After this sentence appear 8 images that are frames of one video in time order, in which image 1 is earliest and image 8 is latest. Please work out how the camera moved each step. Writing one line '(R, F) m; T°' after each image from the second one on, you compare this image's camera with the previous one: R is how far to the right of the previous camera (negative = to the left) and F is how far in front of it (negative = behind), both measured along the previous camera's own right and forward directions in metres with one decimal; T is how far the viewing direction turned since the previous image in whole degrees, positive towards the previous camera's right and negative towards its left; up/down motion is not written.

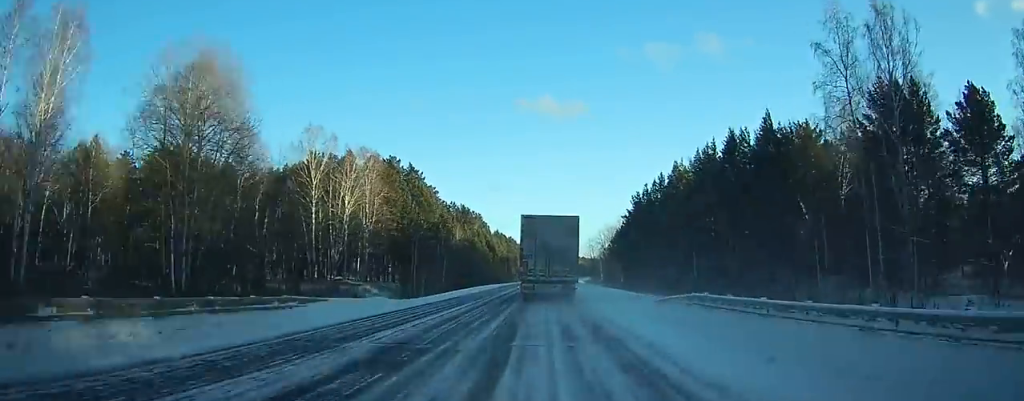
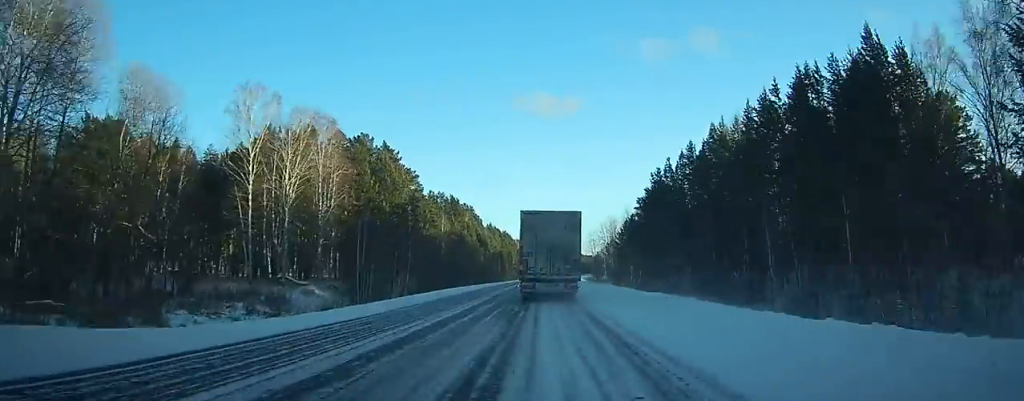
(+0.1, +20.5) m; +1°
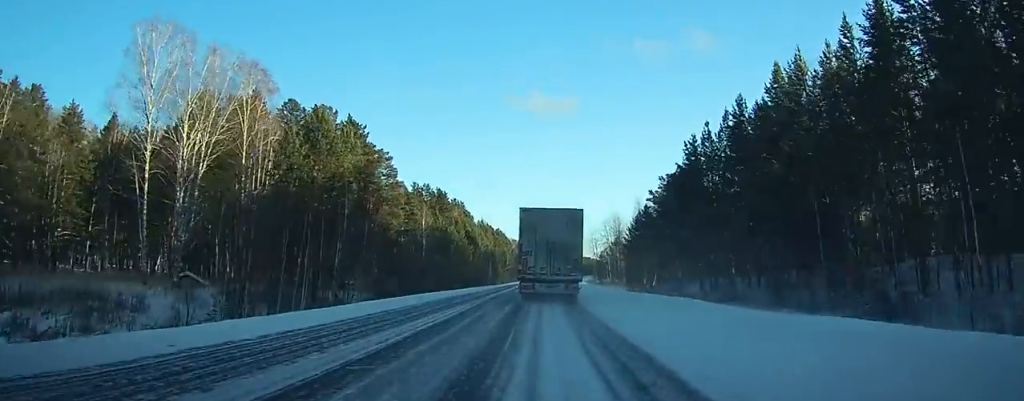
(+0.1, +20.9) m; +1°
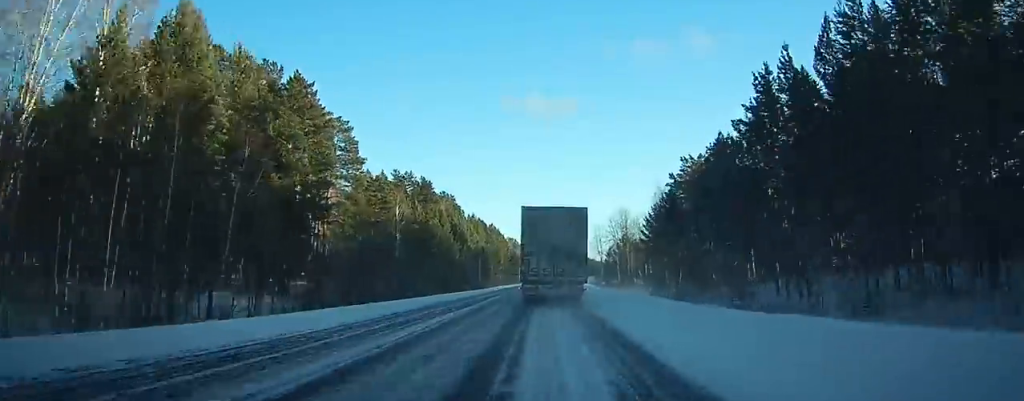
(+0.1, +22.6) m; 0°
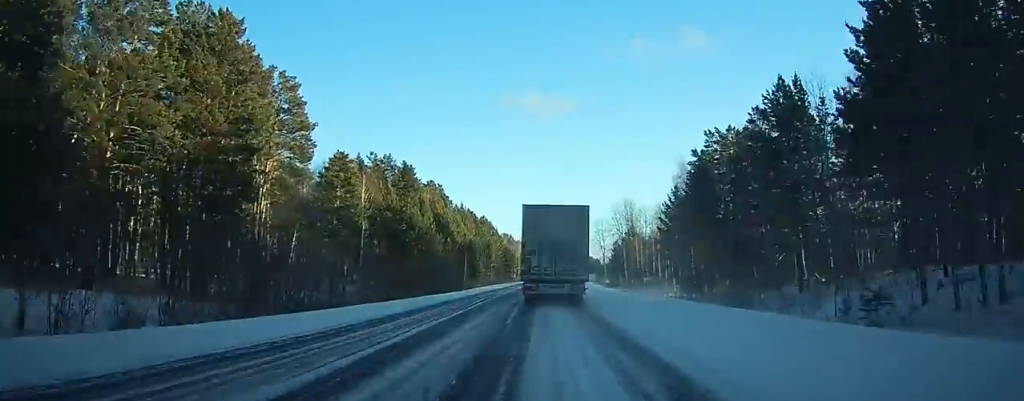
(0.0, +19.2) m; 0°
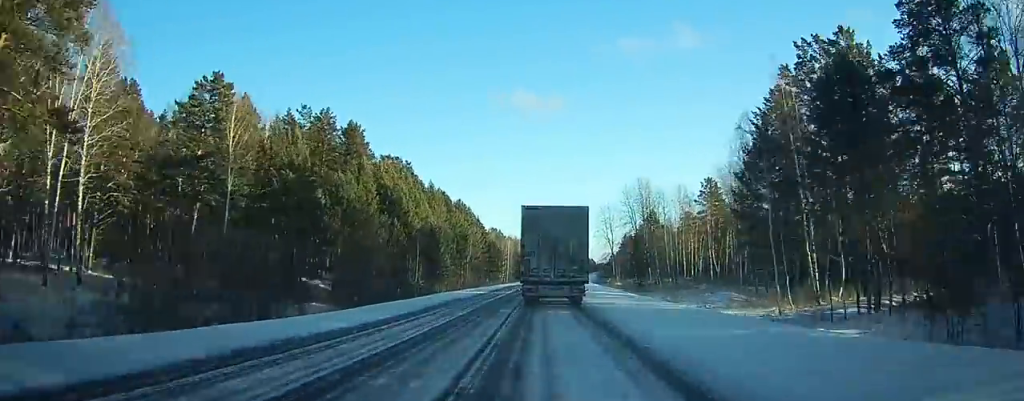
(+0.2, +38.1) m; +1°
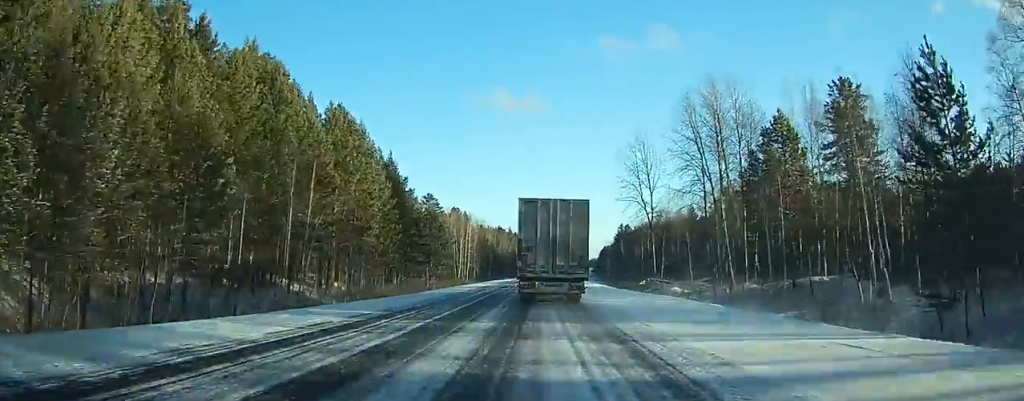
(+1.1, +73.7) m; +1°
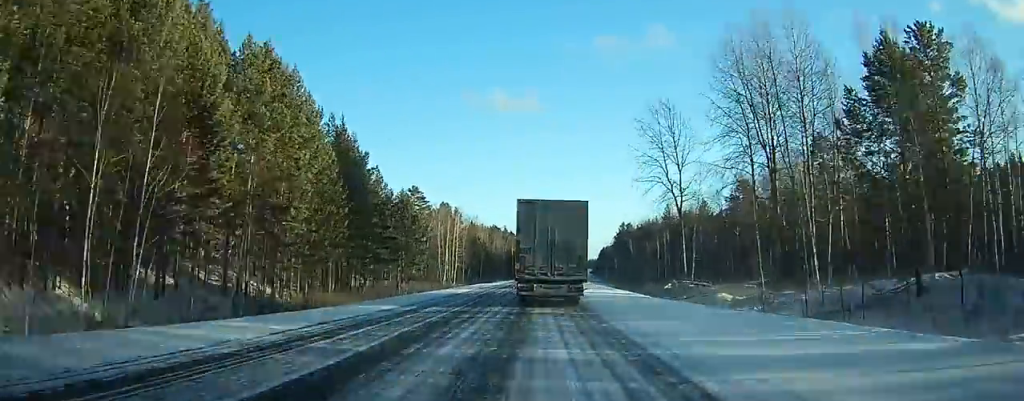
(0.0, +18.1) m; 0°
